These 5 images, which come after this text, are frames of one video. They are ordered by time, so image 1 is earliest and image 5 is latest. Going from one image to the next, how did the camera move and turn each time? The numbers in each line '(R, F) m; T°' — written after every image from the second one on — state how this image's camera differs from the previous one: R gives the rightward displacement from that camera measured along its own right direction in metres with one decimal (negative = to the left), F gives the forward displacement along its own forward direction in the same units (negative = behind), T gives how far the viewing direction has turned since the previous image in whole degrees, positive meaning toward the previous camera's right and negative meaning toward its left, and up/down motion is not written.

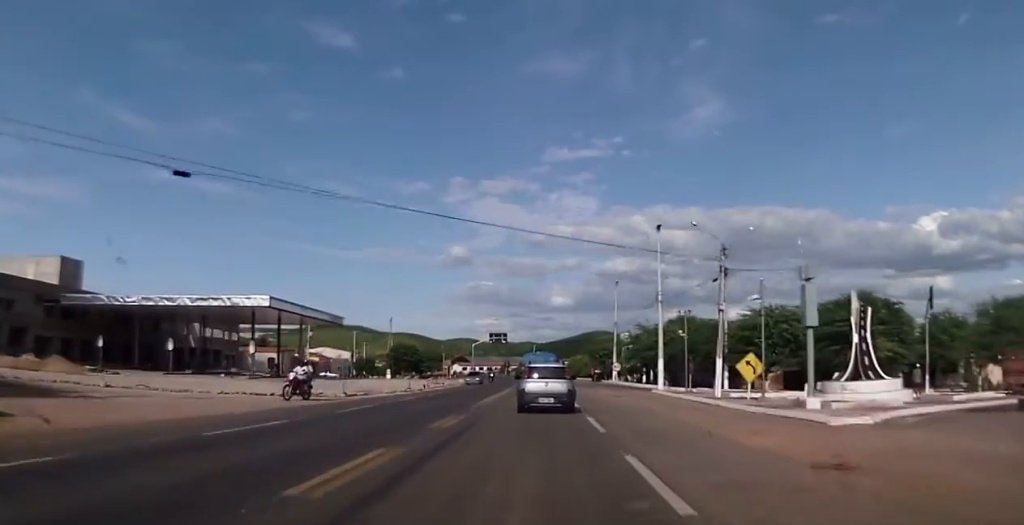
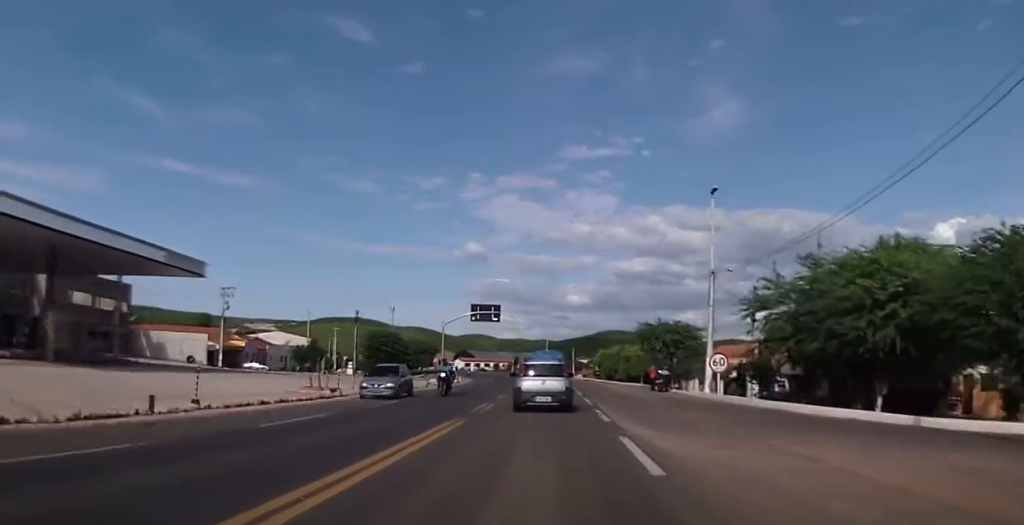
(+0.3, +36.2) m; 0°
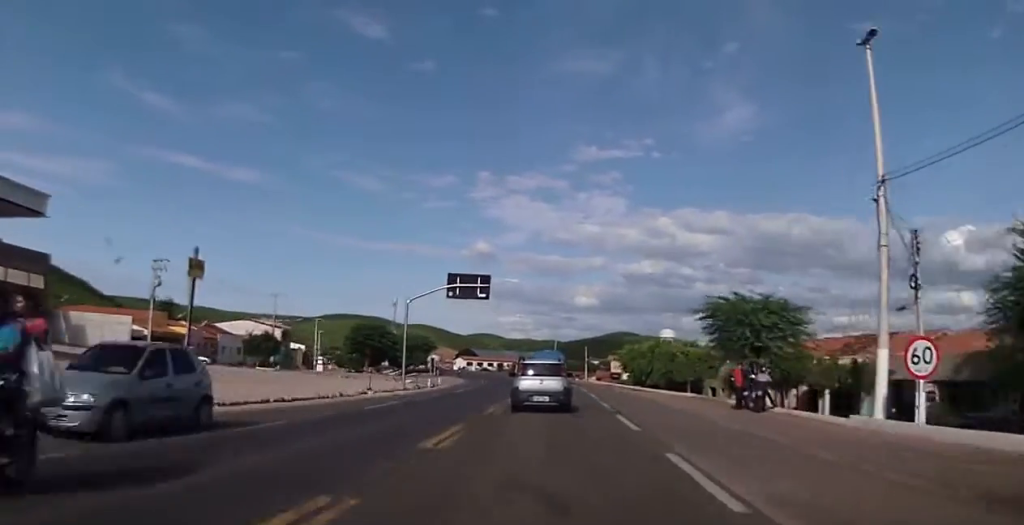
(-0.1, +19.7) m; -1°
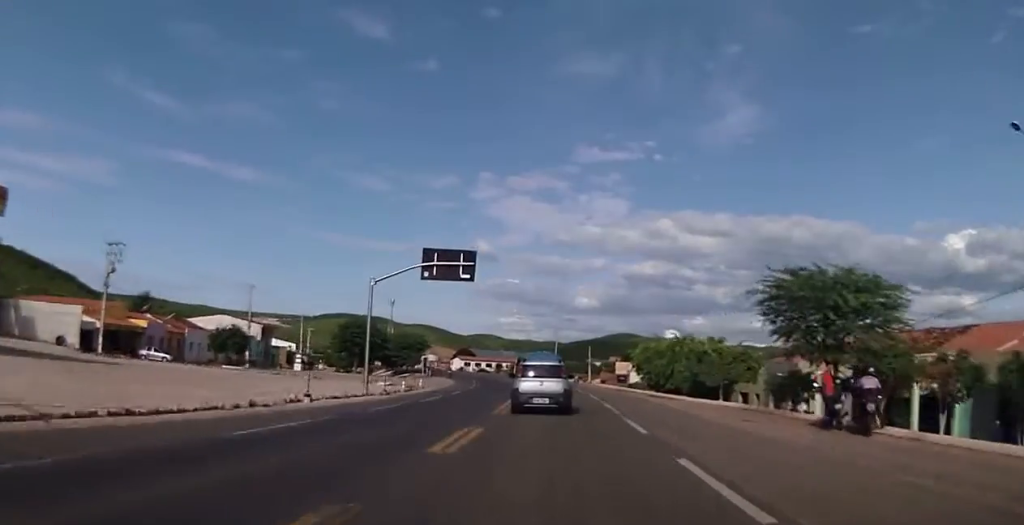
(-0.1, +9.1) m; 0°
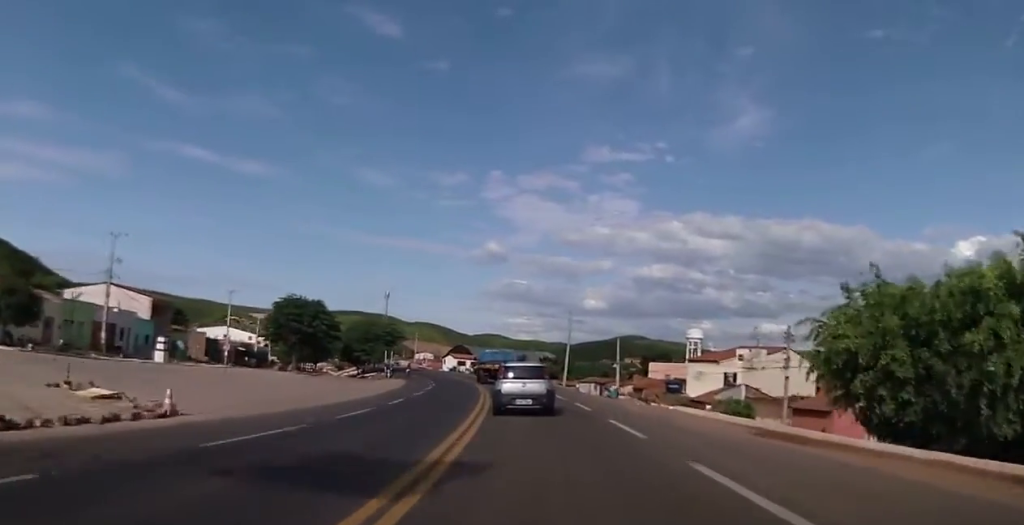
(+0.3, +32.3) m; 0°
